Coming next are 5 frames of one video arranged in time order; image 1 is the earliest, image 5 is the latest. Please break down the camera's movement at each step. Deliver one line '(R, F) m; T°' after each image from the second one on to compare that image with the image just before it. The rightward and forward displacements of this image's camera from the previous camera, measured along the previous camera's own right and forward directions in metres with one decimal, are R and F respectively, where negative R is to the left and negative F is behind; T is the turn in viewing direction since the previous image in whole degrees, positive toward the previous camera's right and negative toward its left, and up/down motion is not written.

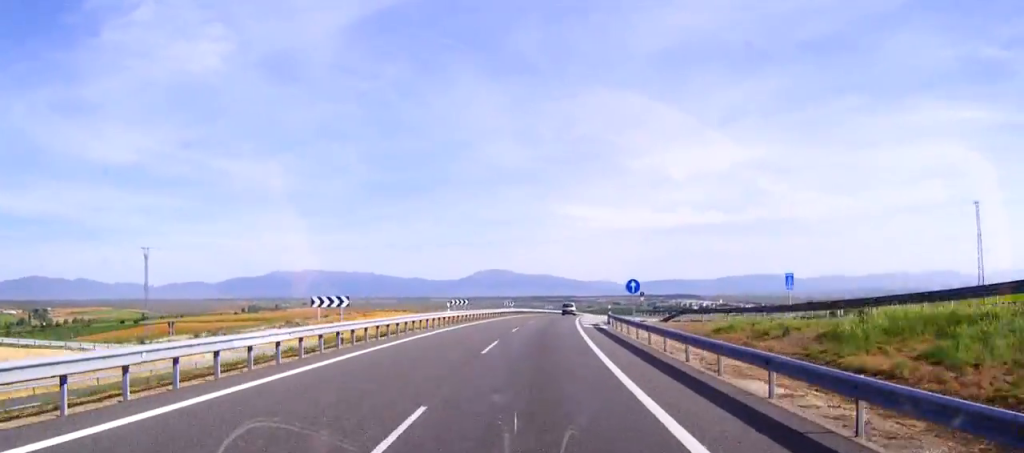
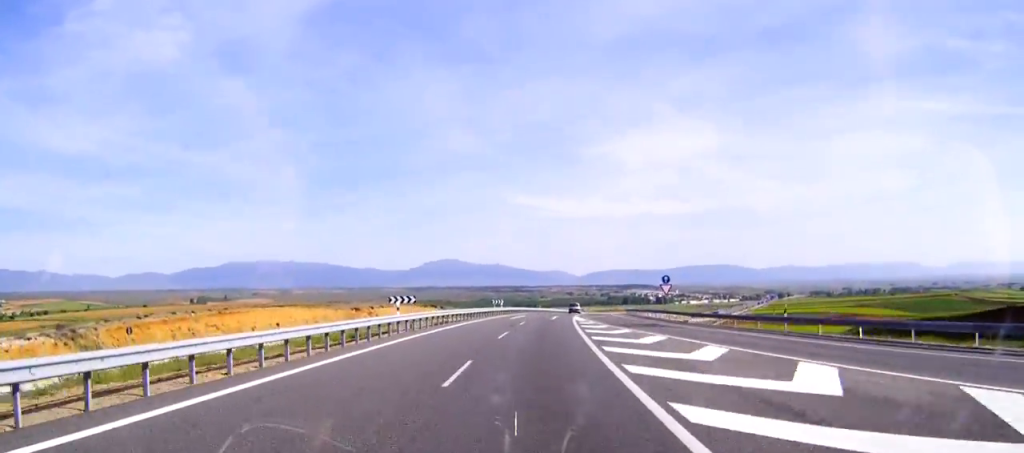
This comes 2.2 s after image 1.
(+2.3, +58.9) m; +4°
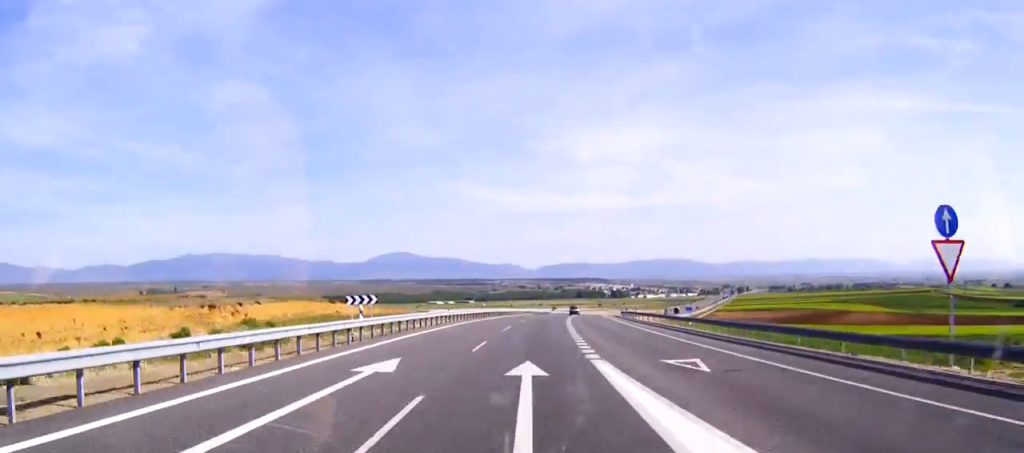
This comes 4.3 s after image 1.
(+1.7, +57.5) m; +3°
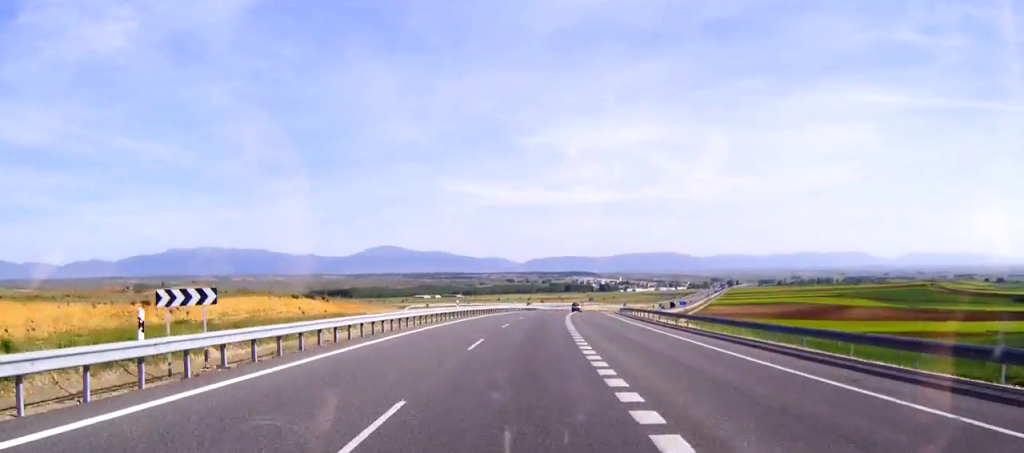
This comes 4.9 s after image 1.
(0.0, +17.6) m; +1°
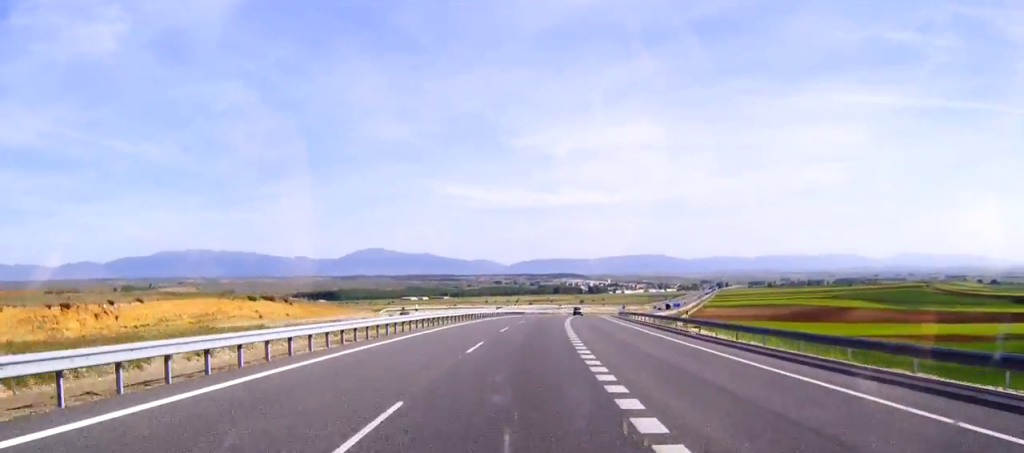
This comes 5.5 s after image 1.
(+0.1, +16.8) m; +1°
